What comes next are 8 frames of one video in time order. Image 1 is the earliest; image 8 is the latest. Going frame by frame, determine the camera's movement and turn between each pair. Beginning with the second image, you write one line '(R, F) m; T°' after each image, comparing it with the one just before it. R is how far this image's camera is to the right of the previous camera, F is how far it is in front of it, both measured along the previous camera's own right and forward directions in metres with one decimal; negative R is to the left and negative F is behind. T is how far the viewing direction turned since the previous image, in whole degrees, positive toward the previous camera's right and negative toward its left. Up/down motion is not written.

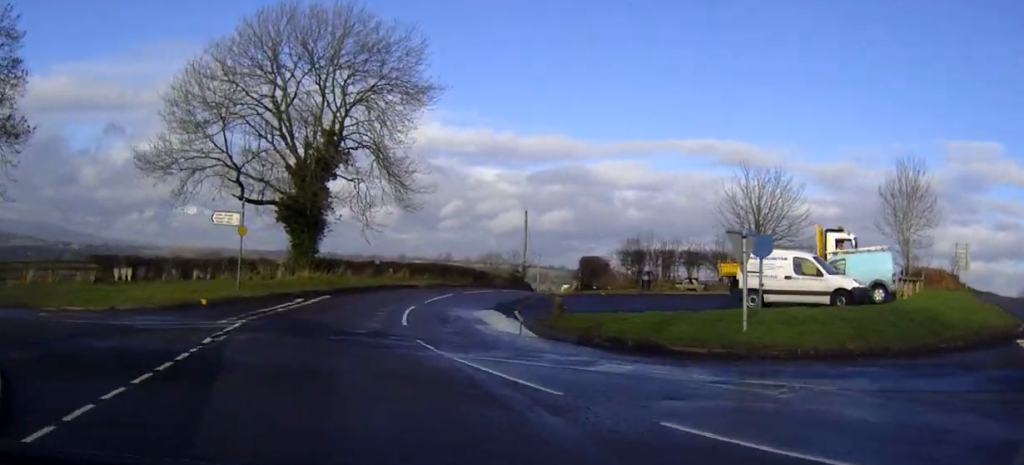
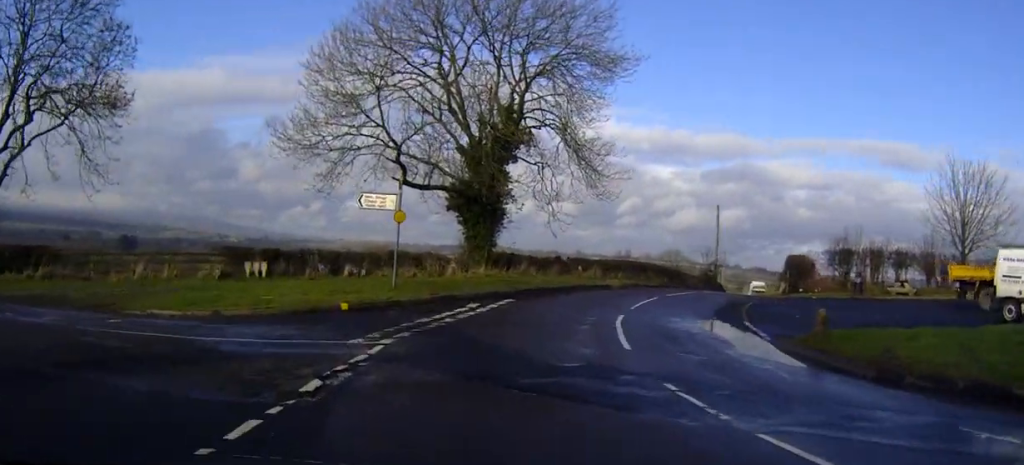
(-0.9, +4.5) m; -24°
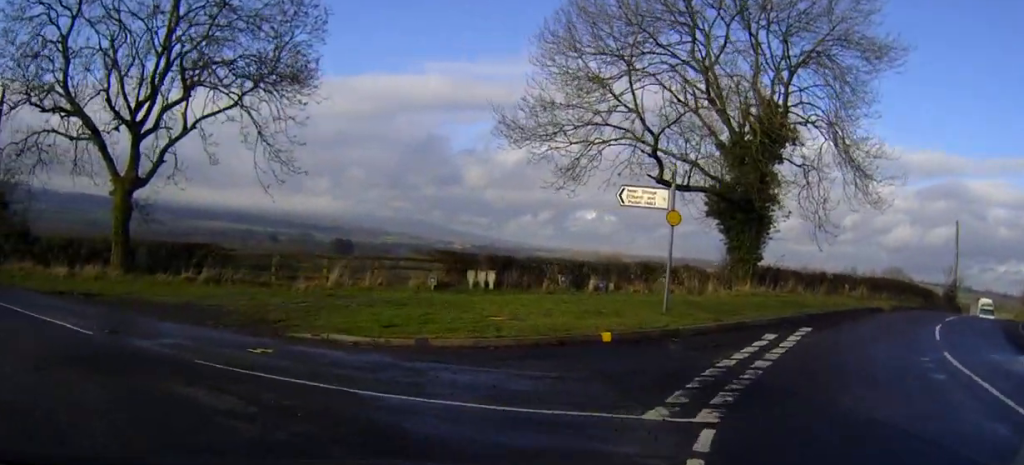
(-1.0, +4.2) m; -17°
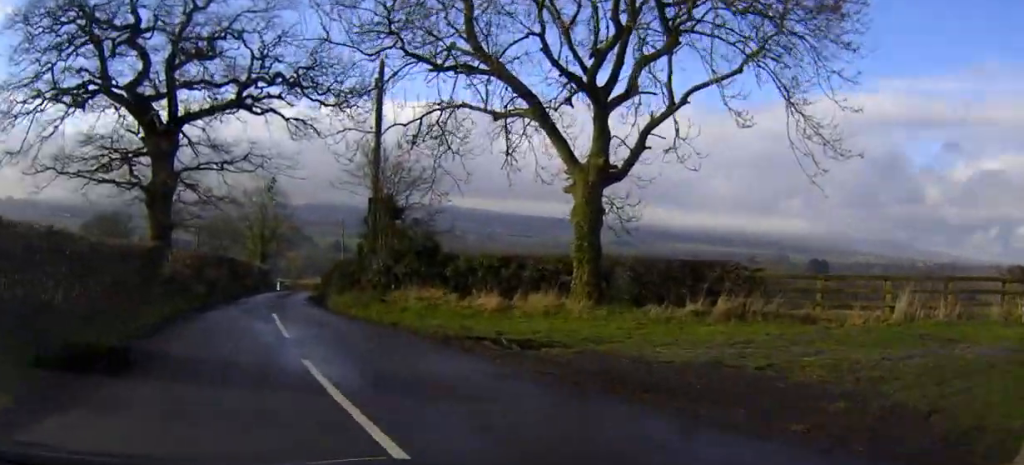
(-1.4, +7.3) m; -11°
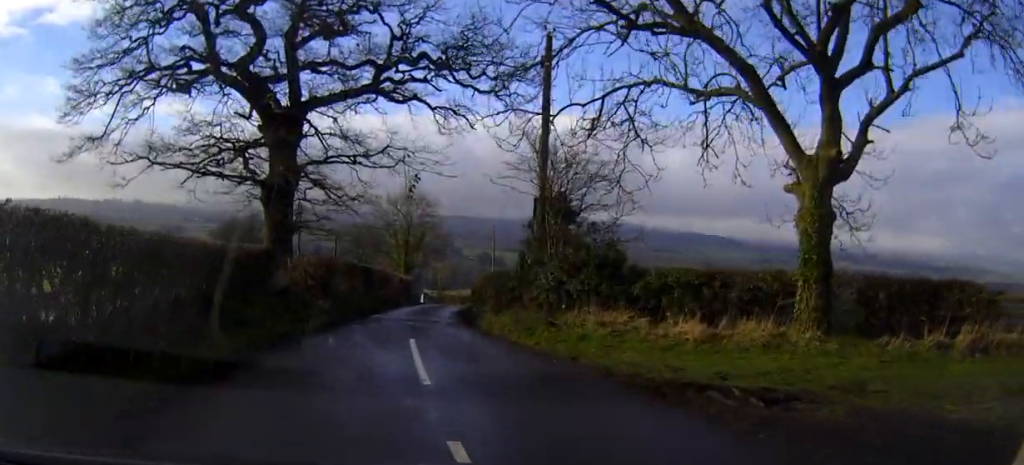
(0.0, +3.3) m; 0°
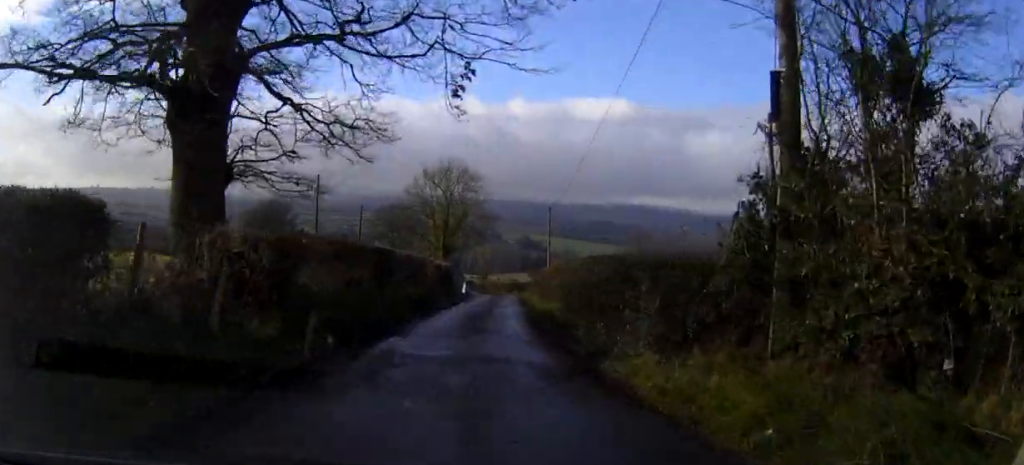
(-0.3, +10.4) m; -3°
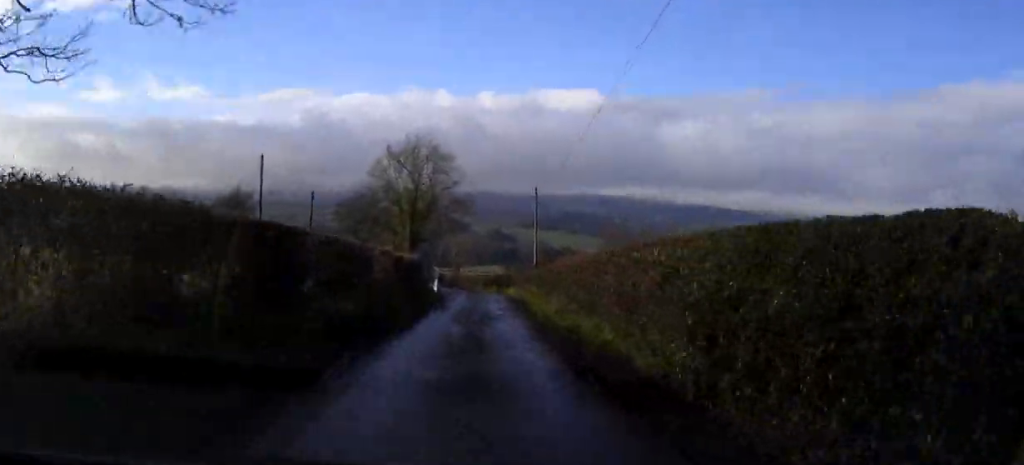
(-0.2, +9.3) m; -1°
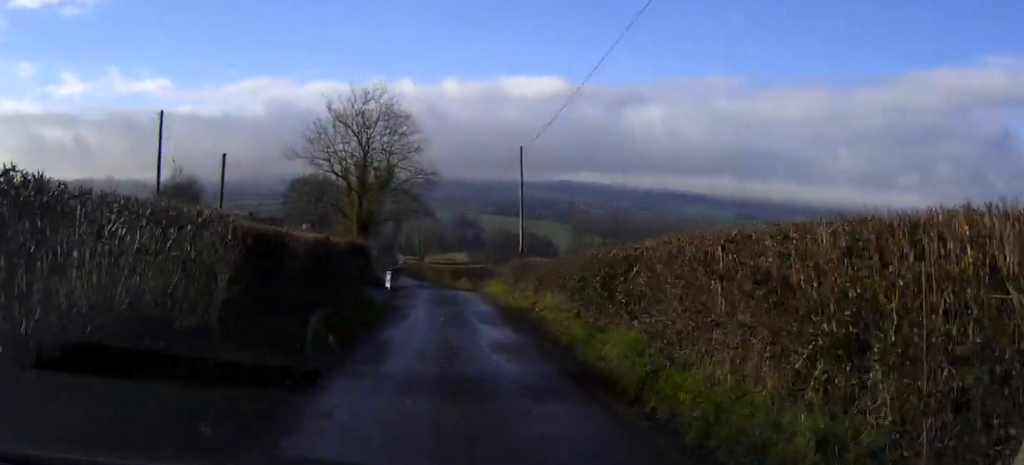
(0.0, +12.9) m; -2°
